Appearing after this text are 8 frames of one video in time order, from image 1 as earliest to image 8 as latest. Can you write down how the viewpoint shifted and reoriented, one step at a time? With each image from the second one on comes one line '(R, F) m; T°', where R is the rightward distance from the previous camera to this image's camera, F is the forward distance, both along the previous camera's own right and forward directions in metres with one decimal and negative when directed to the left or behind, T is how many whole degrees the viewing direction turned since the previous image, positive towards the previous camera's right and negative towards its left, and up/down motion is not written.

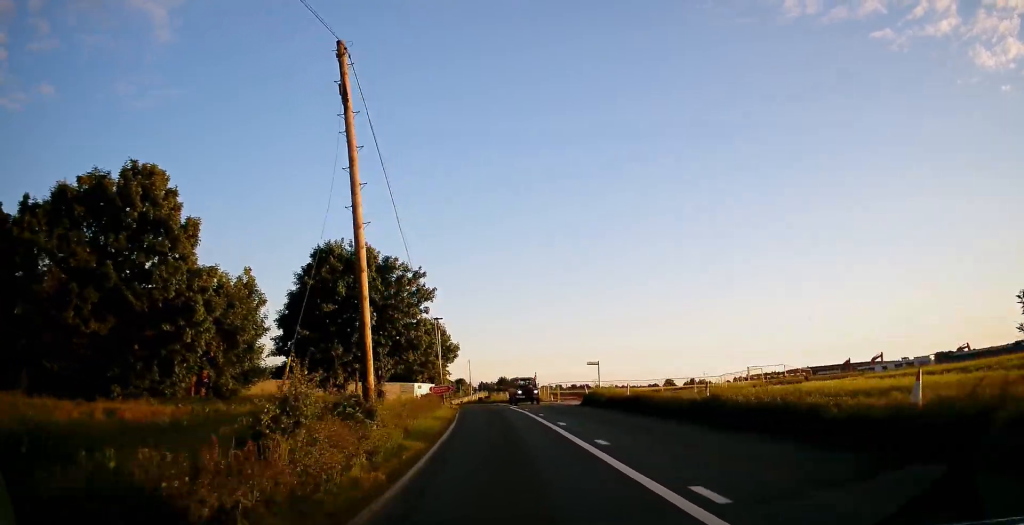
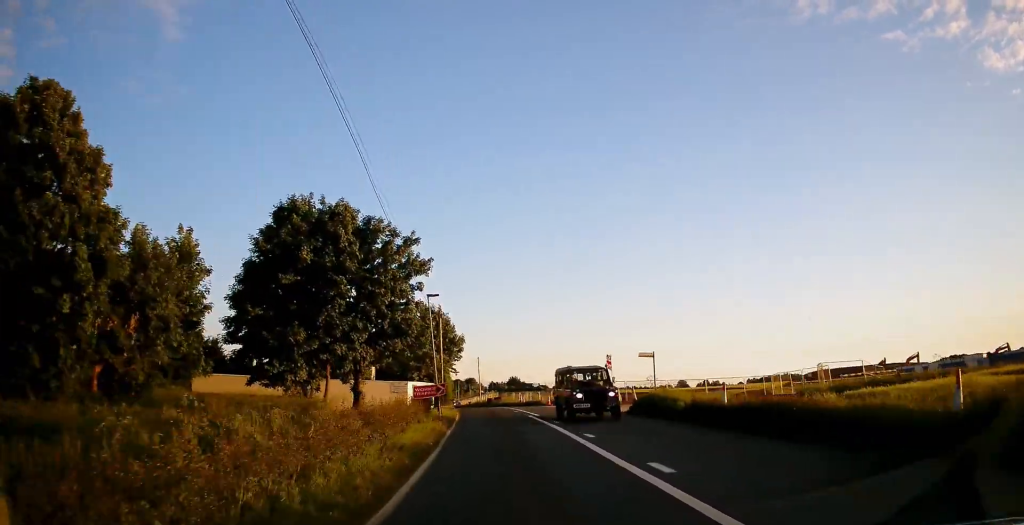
(-0.1, +10.6) m; -1°
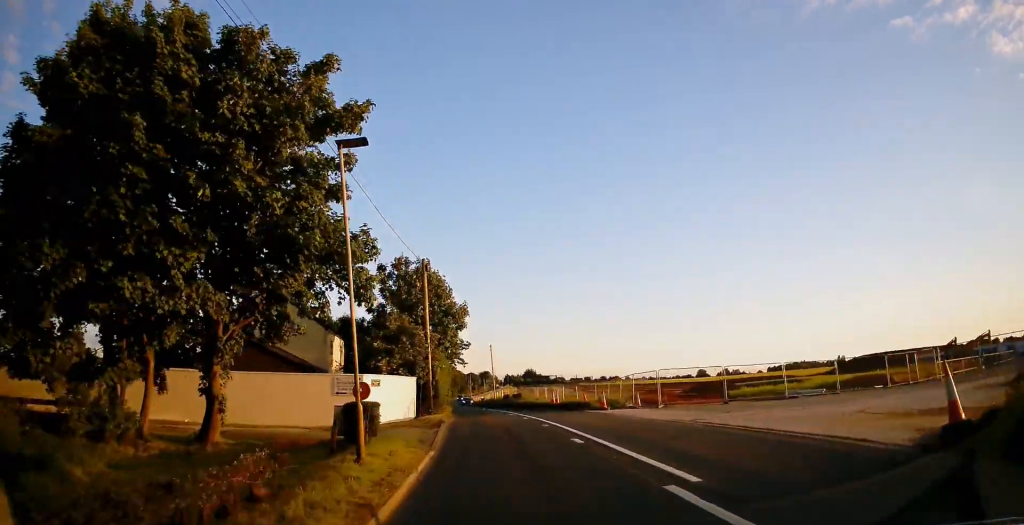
(-0.1, +19.6) m; -1°
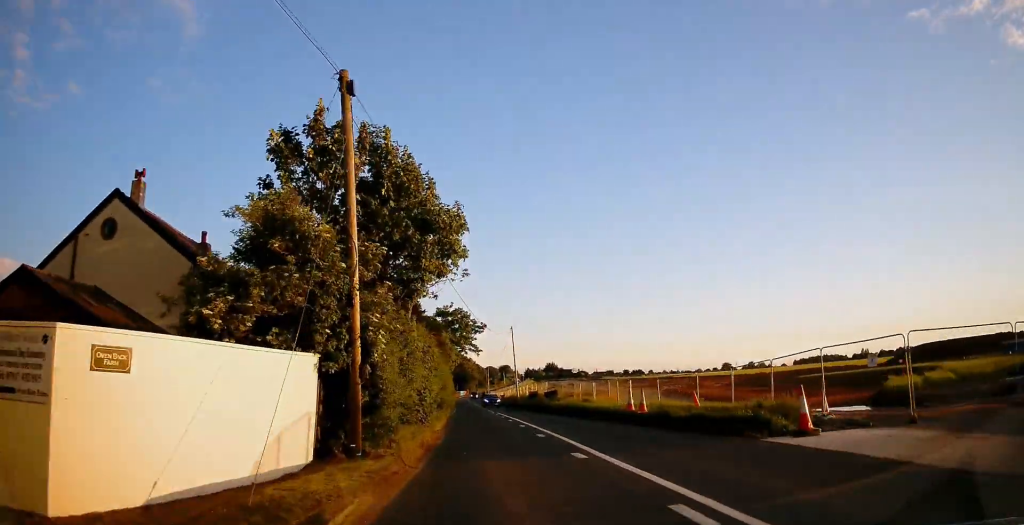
(-0.3, +19.8) m; -2°
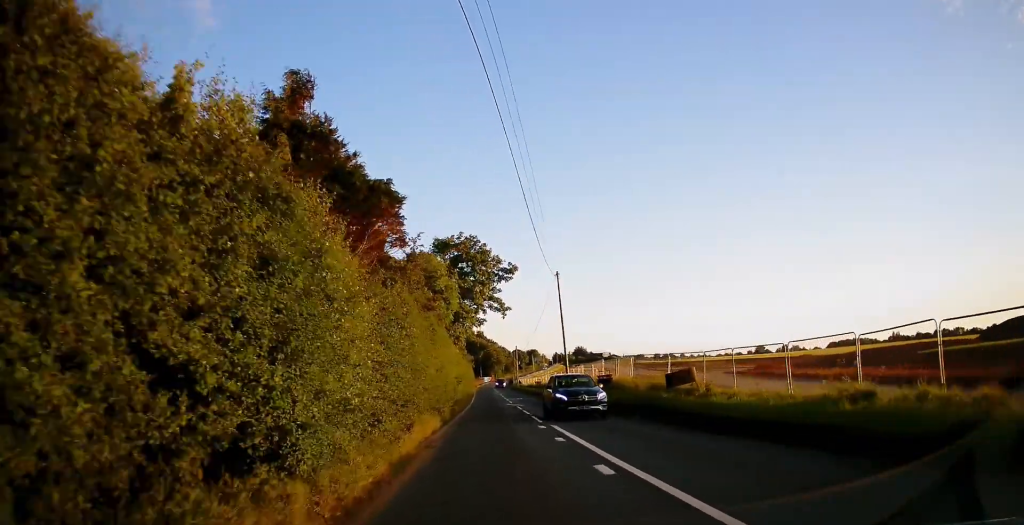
(-0.3, +25.7) m; -1°
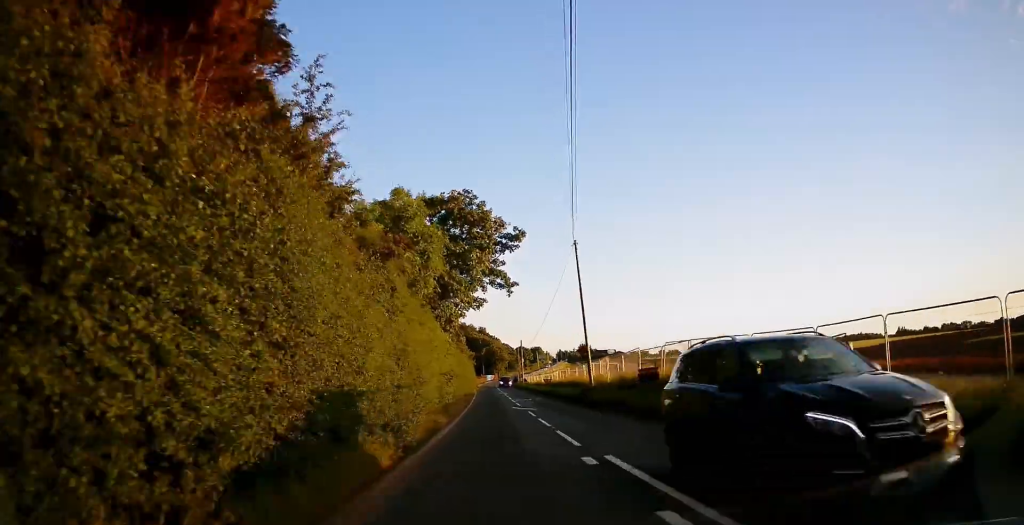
(0.0, +8.8) m; 0°
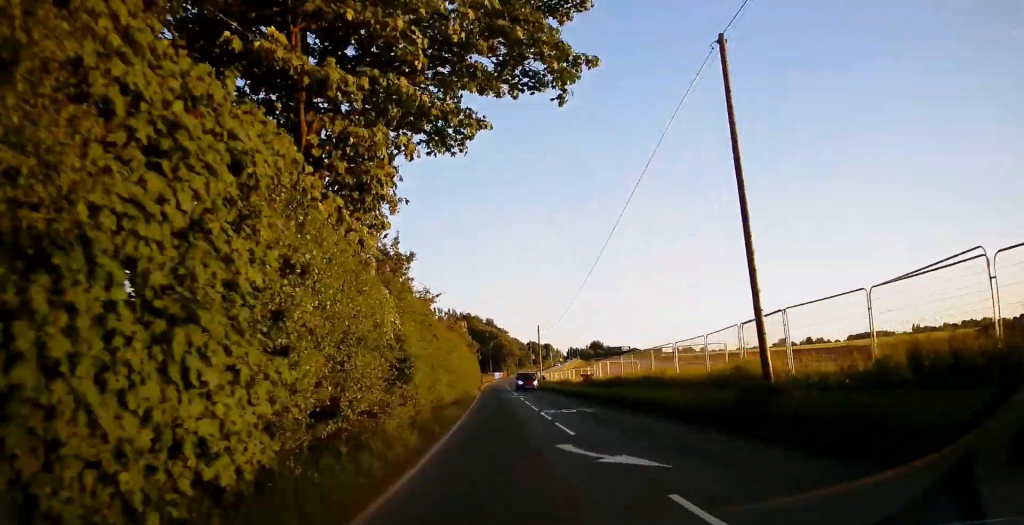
(-0.2, +21.8) m; -1°
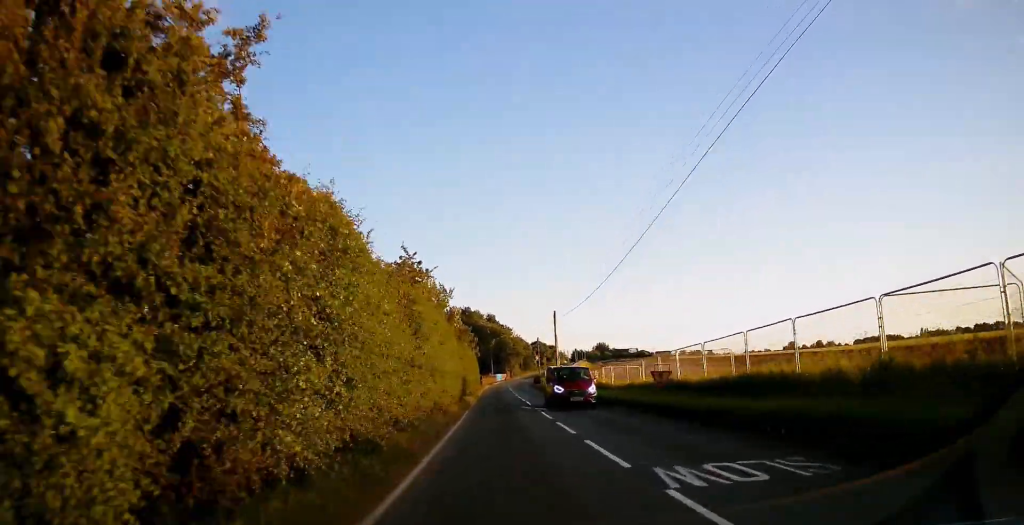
(-0.1, +18.0) m; -1°
